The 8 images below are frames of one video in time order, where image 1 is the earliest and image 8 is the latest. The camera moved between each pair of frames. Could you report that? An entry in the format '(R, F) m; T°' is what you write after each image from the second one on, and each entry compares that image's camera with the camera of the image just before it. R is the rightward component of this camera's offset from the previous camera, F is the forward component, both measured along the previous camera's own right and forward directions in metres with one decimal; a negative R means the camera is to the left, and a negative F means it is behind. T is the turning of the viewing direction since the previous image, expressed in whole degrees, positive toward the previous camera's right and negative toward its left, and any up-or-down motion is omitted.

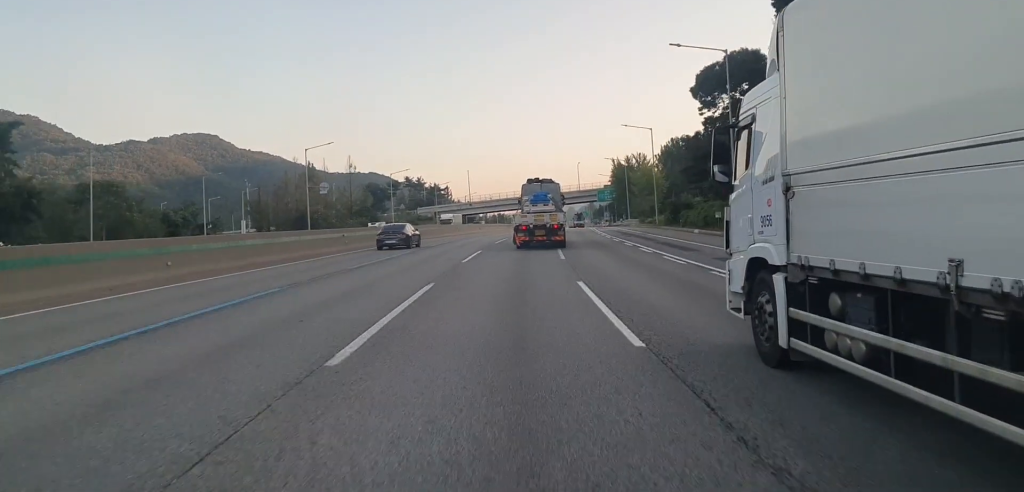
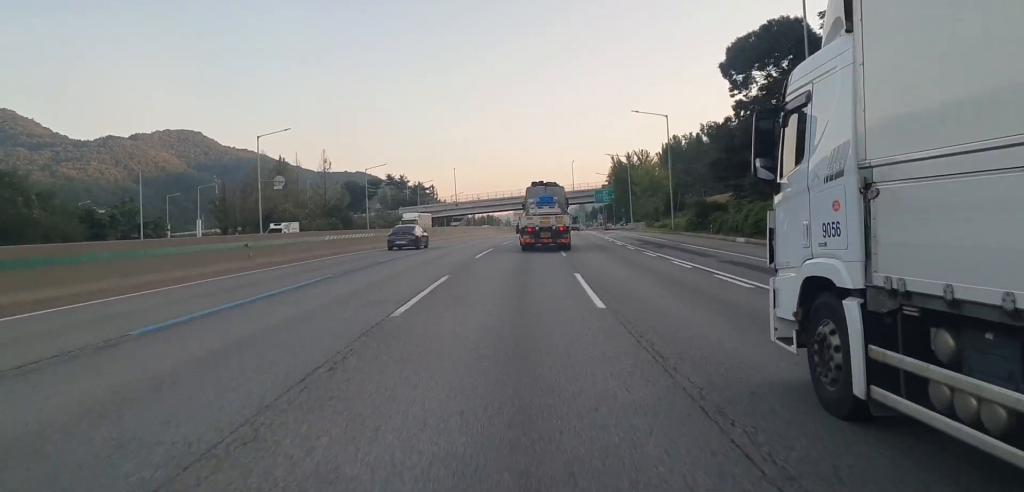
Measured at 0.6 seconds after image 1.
(+0.2, +15.1) m; +1°
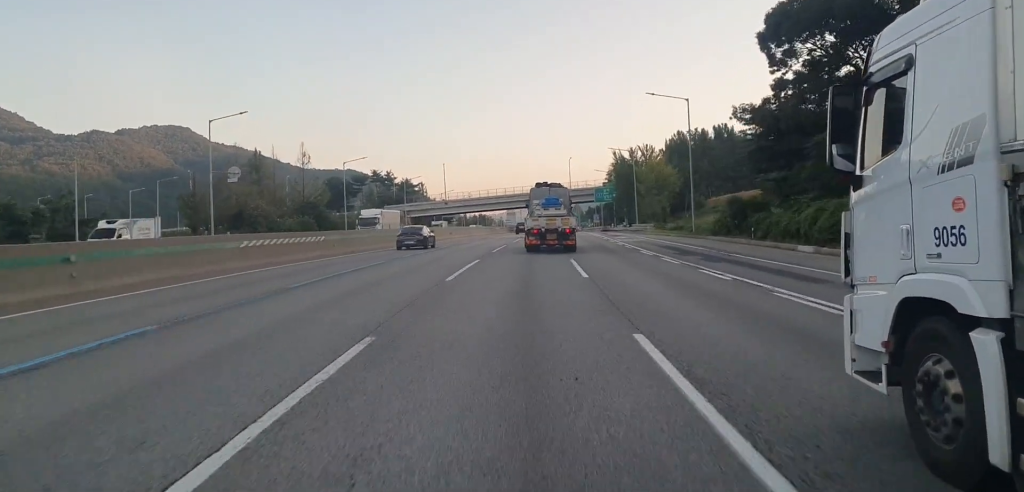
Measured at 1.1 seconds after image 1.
(+0.1, +12.0) m; +1°
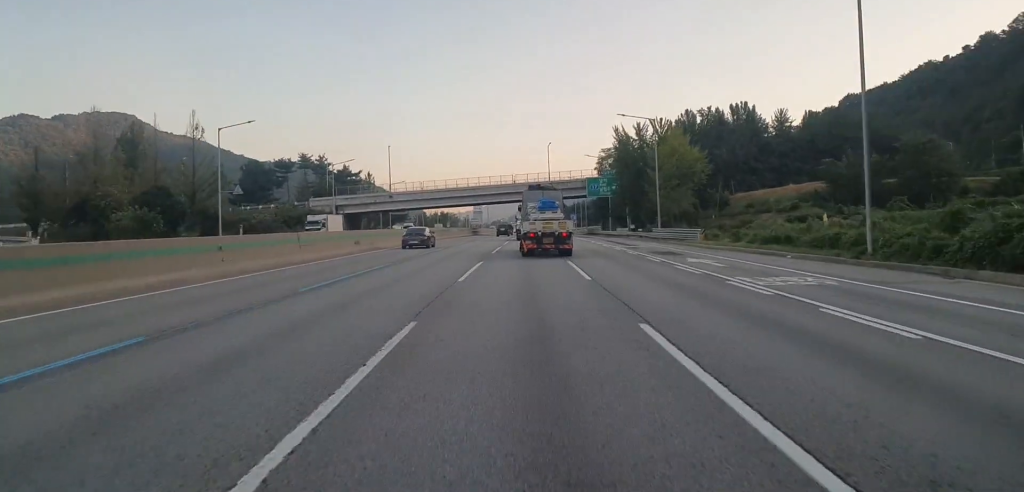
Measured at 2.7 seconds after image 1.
(+0.6, +38.7) m; +2°
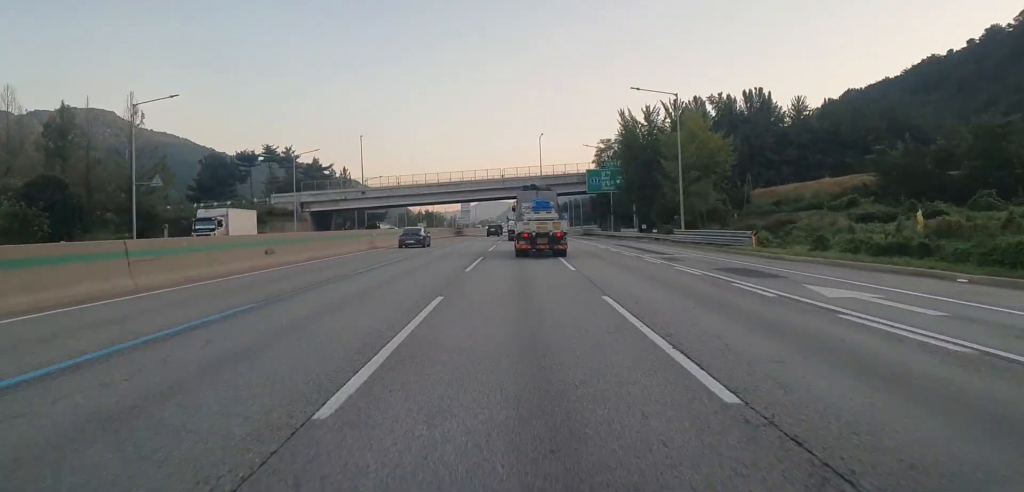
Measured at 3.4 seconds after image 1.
(+0.1, +15.5) m; +1°
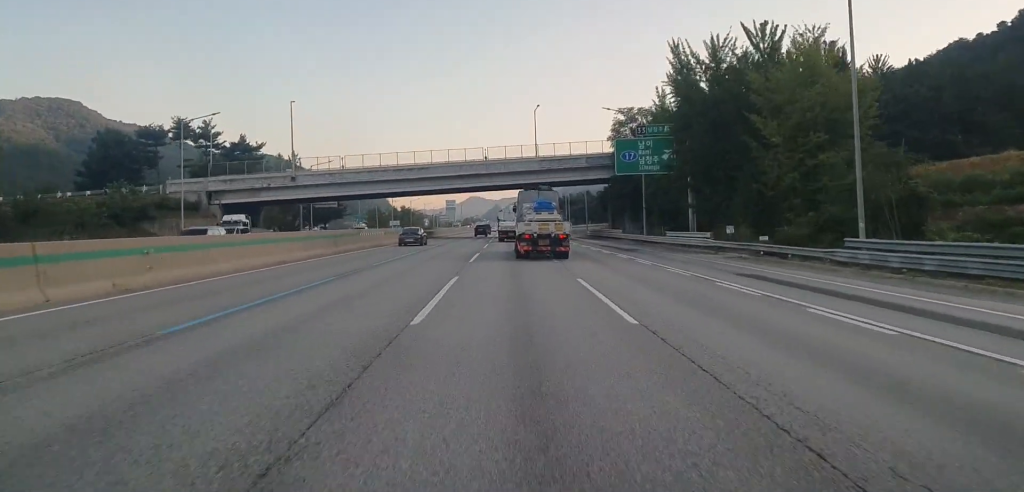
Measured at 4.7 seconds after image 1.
(+0.3, +33.7) m; +1°
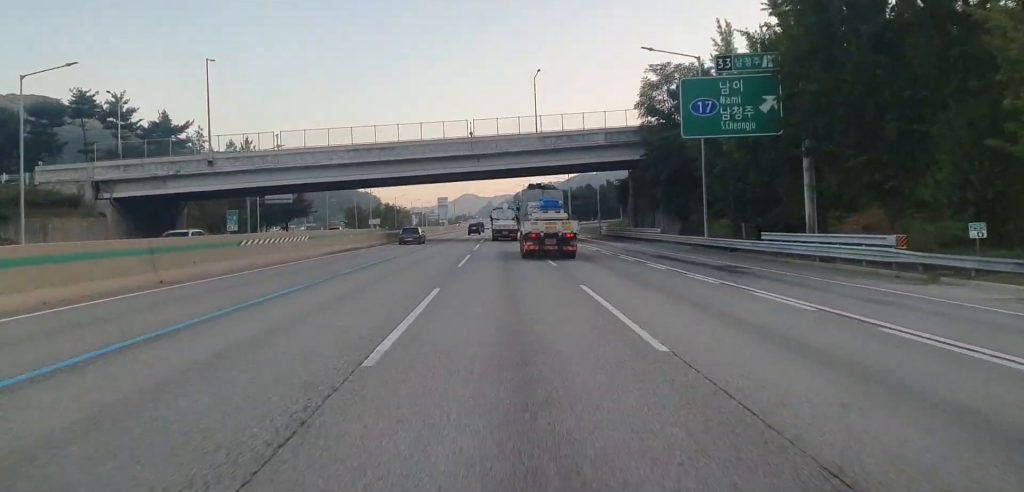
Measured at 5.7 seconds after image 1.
(+0.3, +23.9) m; 0°
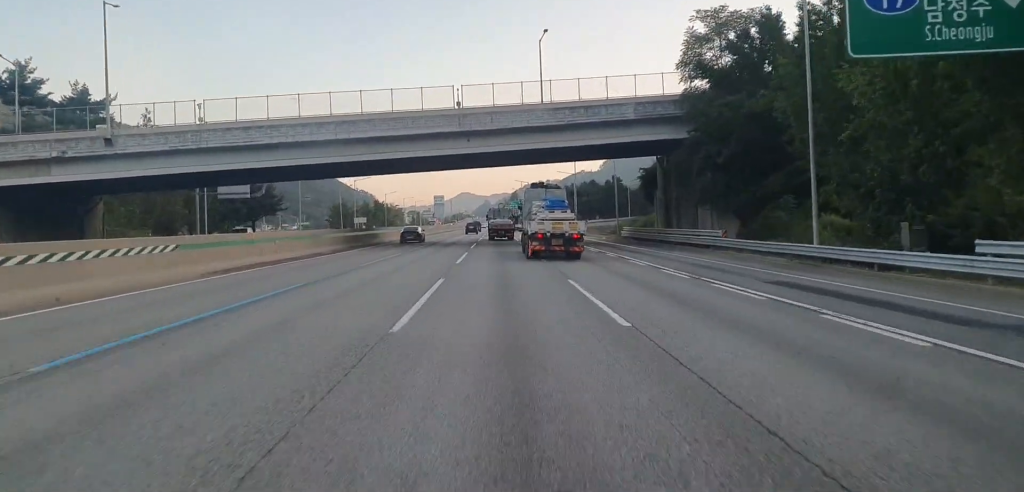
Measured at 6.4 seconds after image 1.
(-0.1, +17.3) m; 0°
